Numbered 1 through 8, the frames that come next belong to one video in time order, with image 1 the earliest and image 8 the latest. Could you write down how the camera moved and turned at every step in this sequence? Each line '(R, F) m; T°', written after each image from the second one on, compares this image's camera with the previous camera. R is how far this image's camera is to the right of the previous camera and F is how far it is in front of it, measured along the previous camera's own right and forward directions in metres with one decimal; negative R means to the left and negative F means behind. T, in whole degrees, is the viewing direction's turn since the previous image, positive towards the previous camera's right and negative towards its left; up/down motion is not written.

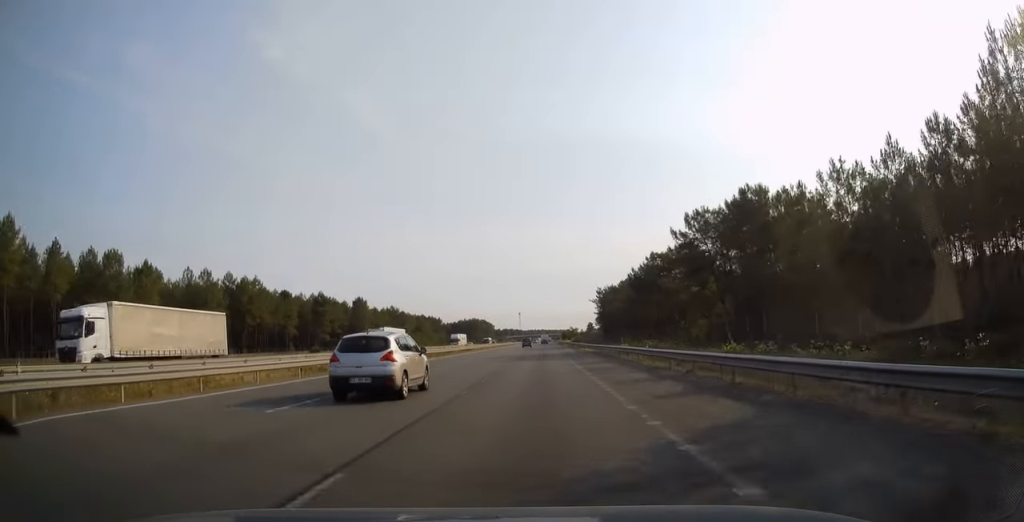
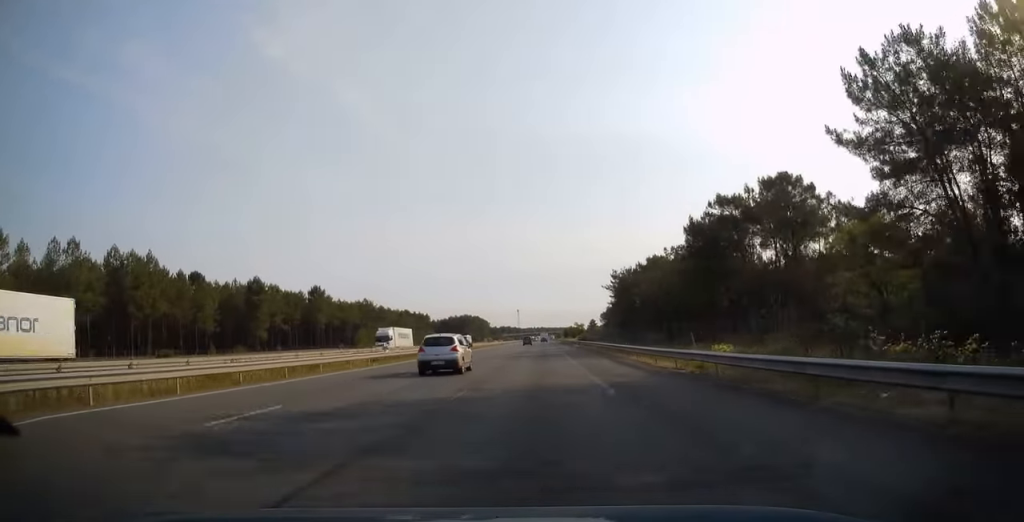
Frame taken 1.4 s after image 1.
(0.0, +41.2) m; 0°
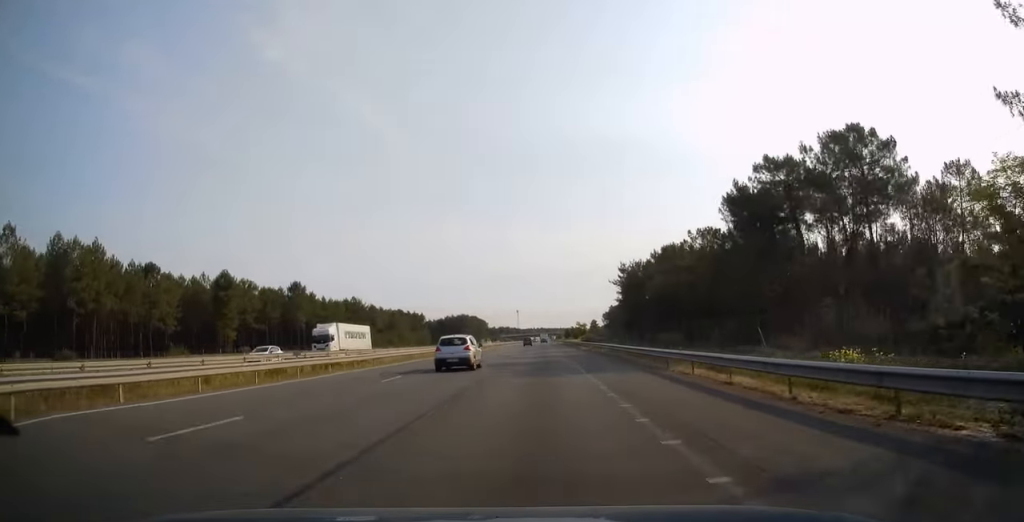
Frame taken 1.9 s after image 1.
(+0.1, +14.7) m; 0°
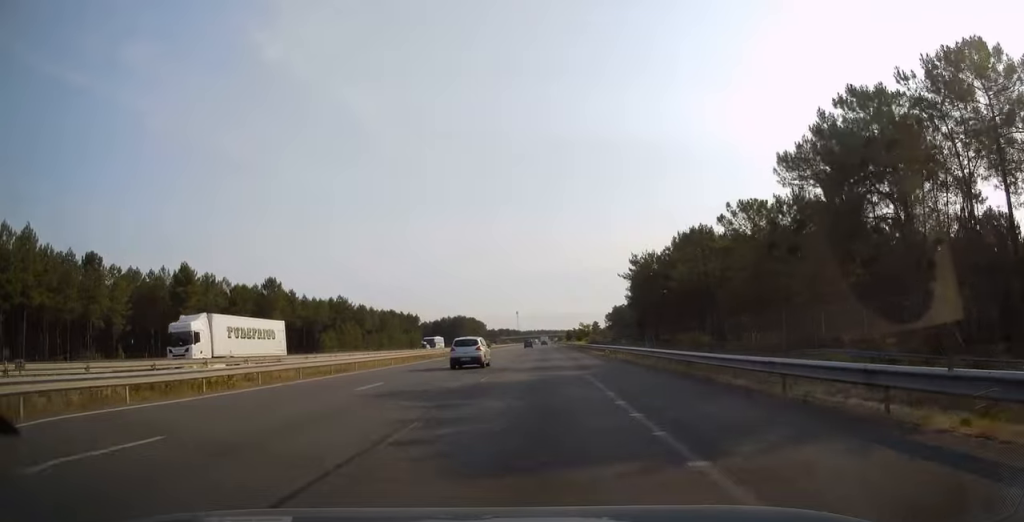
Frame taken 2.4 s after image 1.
(-0.1, +15.8) m; 0°
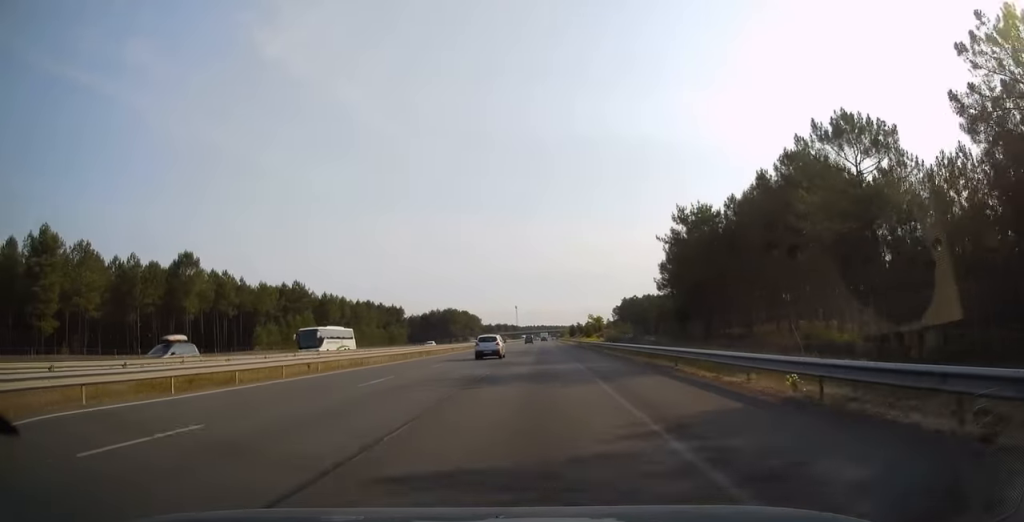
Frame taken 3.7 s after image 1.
(+0.1, +37.9) m; 0°
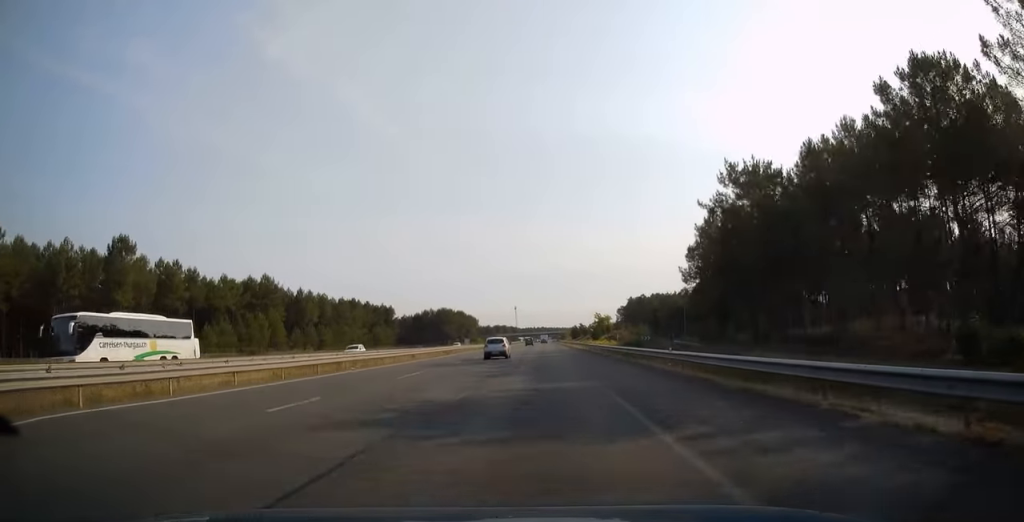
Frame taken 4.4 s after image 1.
(-0.1, +20.1) m; 0°
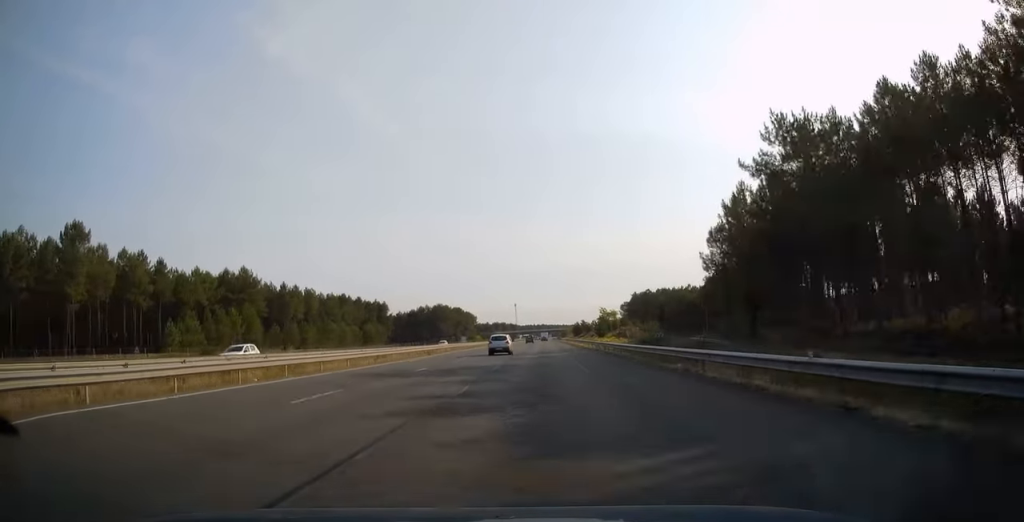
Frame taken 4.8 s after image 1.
(0.0, +11.8) m; 0°
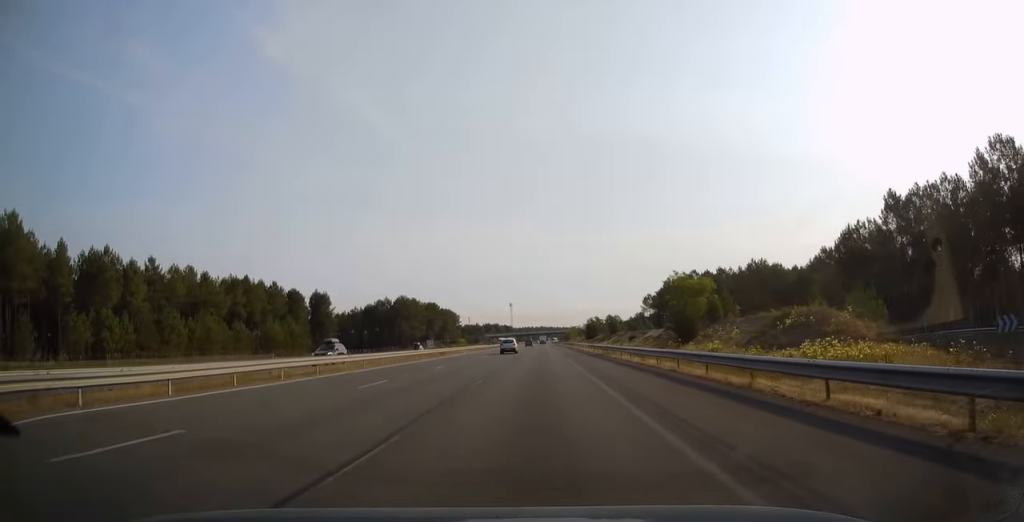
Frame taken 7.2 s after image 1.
(+0.5, +72.4) m; +1°
